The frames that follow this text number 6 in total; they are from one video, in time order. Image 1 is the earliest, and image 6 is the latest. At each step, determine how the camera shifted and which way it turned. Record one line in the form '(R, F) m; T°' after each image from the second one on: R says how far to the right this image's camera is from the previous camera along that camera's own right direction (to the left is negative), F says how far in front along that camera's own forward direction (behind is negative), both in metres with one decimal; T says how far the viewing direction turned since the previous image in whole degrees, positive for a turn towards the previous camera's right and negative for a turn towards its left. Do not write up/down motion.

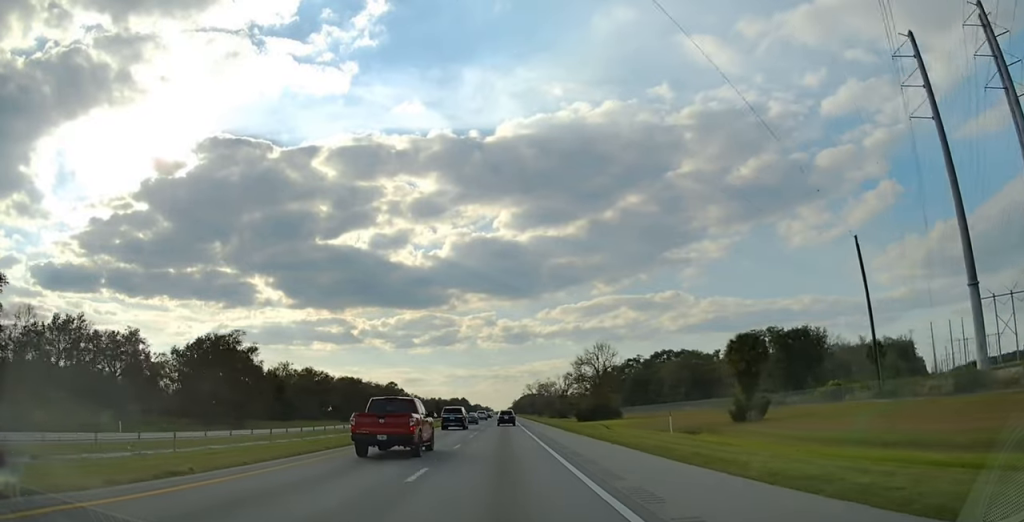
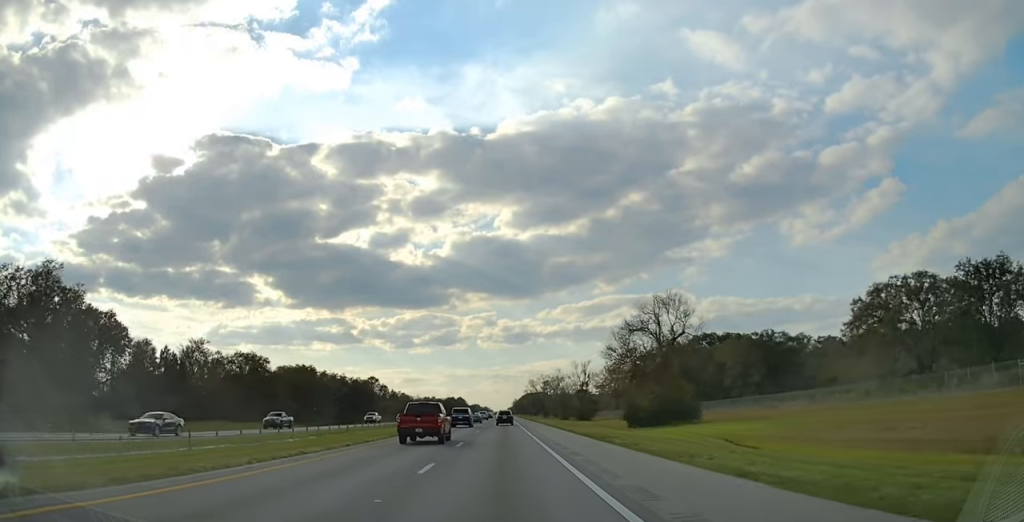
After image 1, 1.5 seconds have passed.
(+0.1, +47.0) m; 0°
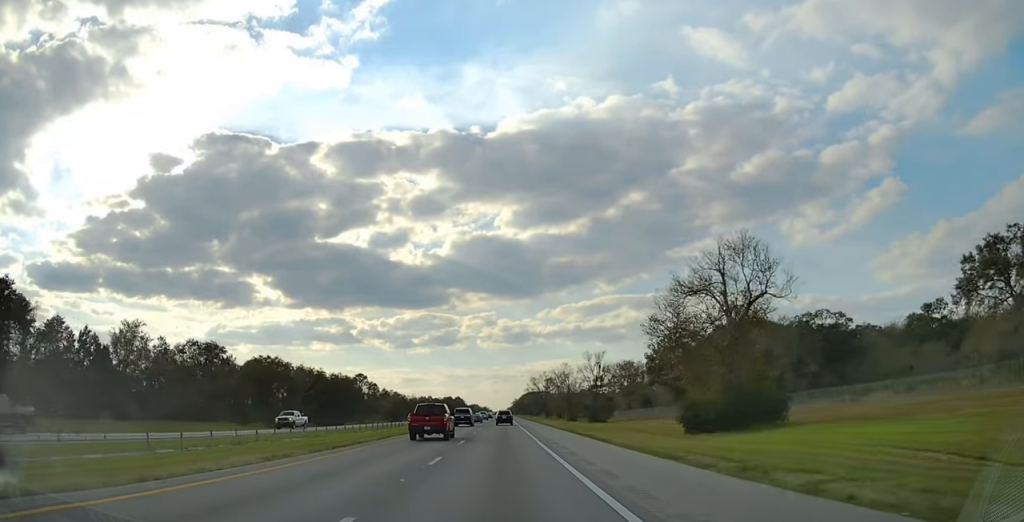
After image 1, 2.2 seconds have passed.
(0.0, +22.0) m; 0°
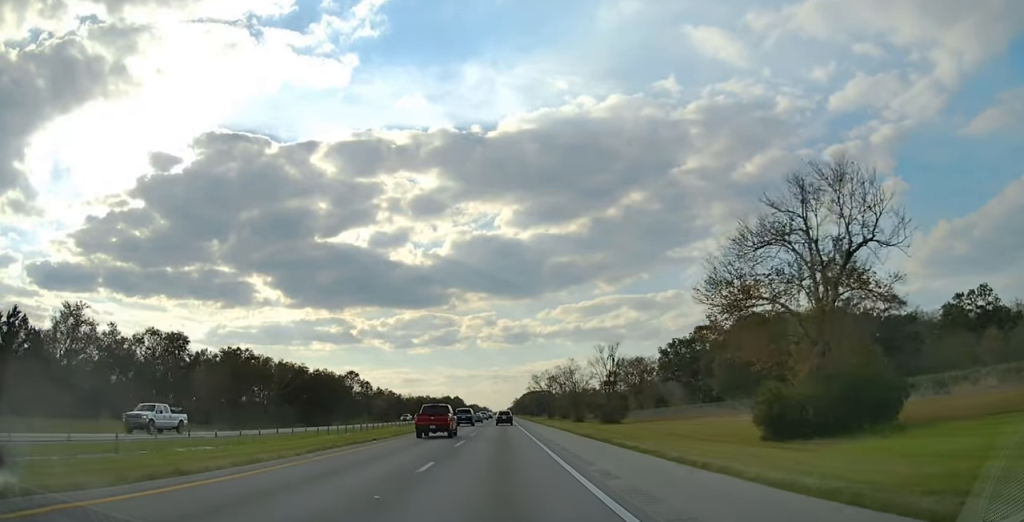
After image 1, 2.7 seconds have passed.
(0.0, +14.6) m; 0°
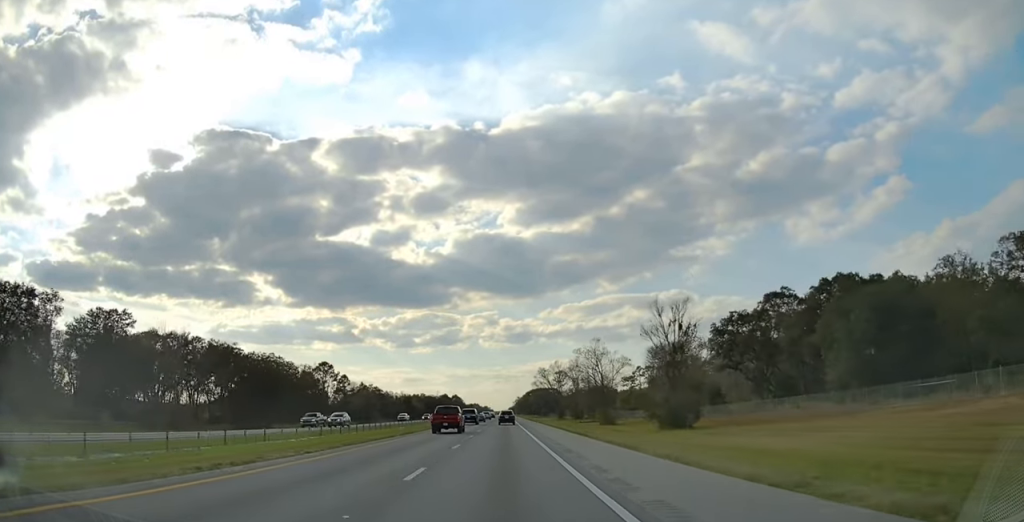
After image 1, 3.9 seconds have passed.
(-0.1, +38.7) m; 0°
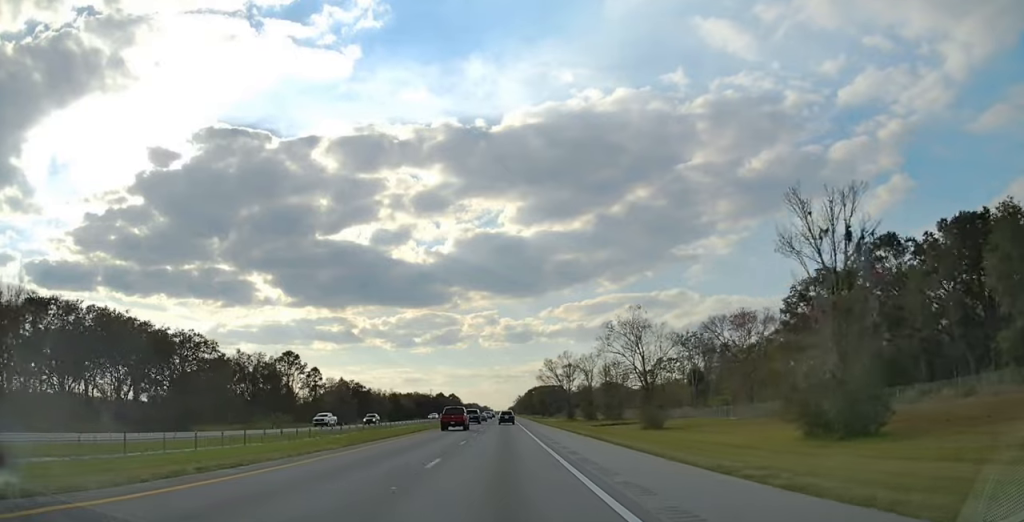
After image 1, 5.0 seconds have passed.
(+0.1, +33.4) m; 0°
